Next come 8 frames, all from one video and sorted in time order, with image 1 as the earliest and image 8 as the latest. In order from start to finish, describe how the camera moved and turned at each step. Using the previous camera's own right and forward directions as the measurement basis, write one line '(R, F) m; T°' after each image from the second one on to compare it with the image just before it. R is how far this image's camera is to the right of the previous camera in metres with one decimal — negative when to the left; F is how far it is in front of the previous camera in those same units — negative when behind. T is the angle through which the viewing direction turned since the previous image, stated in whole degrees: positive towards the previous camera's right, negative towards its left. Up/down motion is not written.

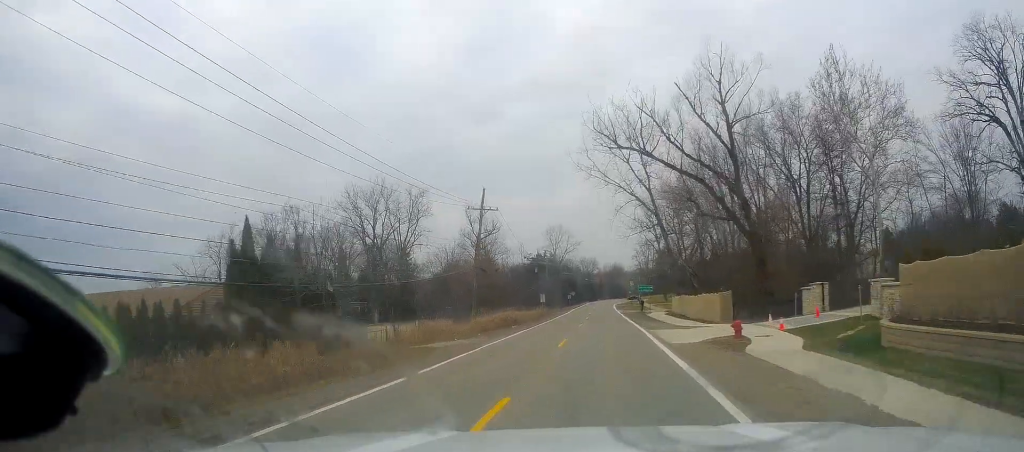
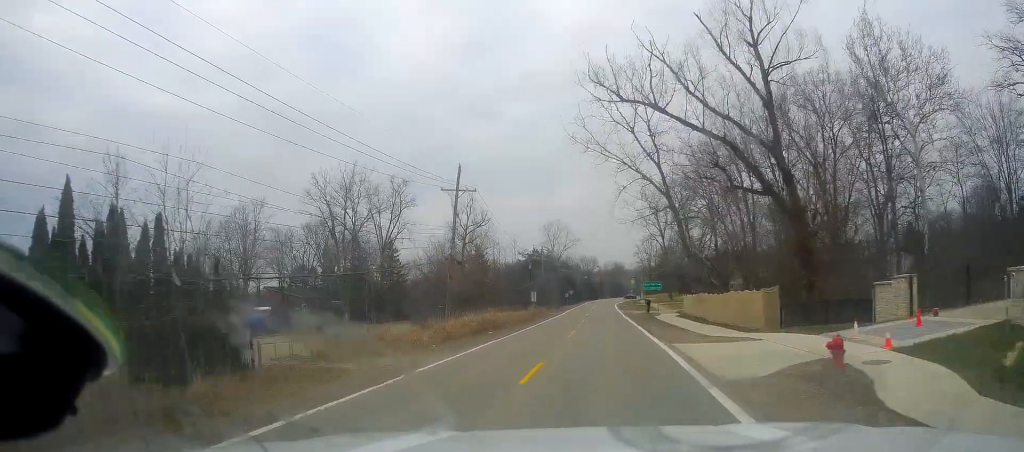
(0.0, +9.6) m; 0°
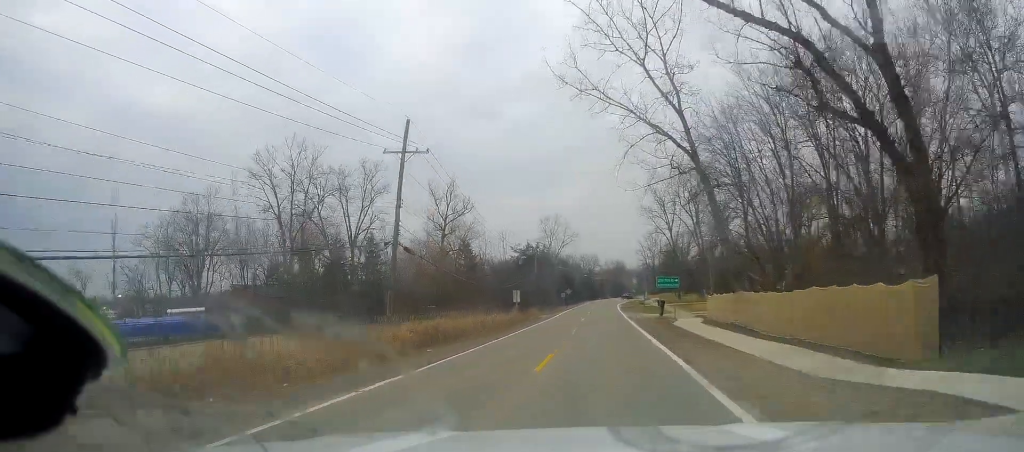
(+0.2, +13.0) m; +1°
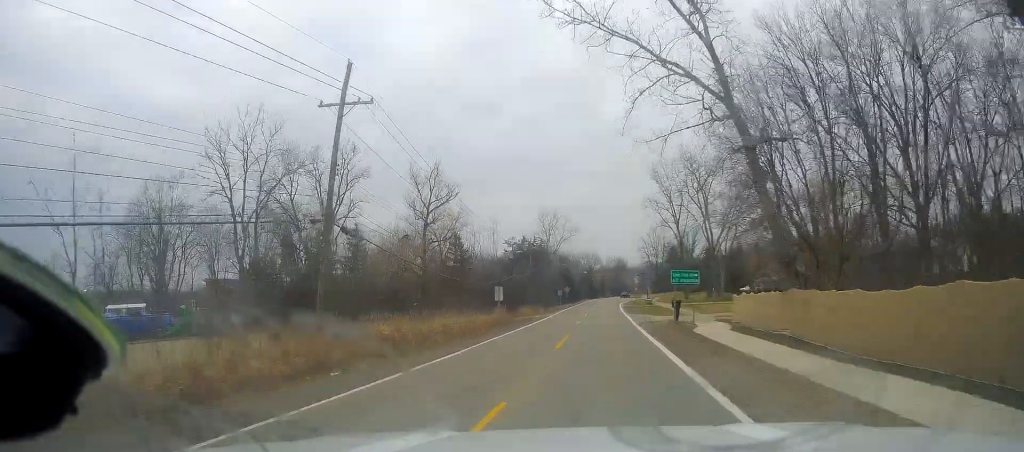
(0.0, +8.9) m; 0°
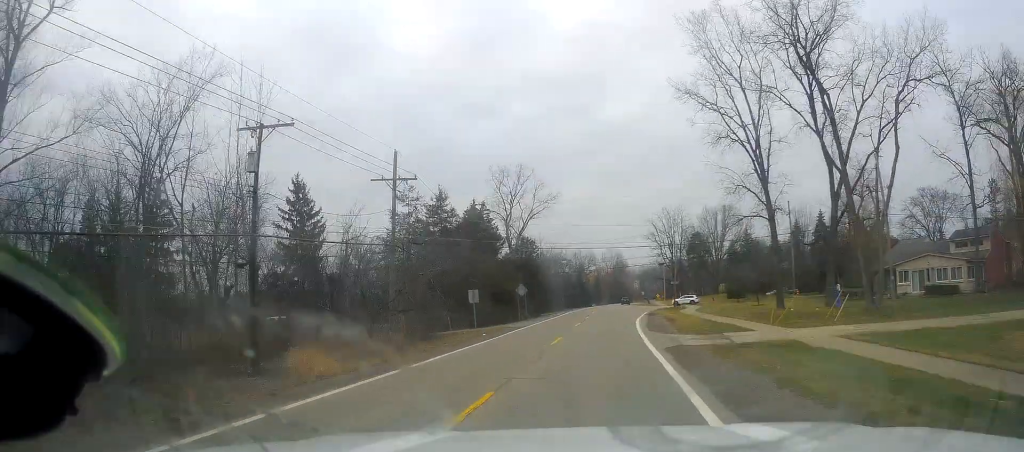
(-0.6, +59.6) m; 0°
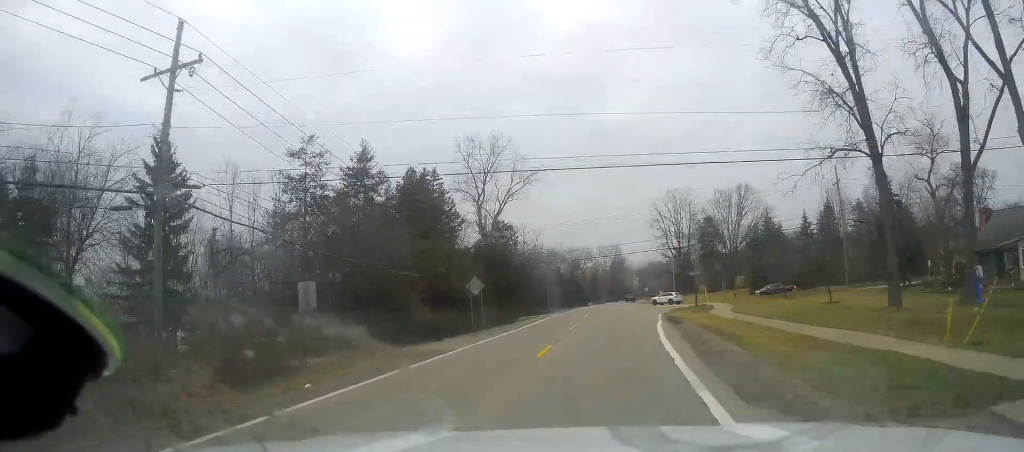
(+0.6, +19.9) m; 0°
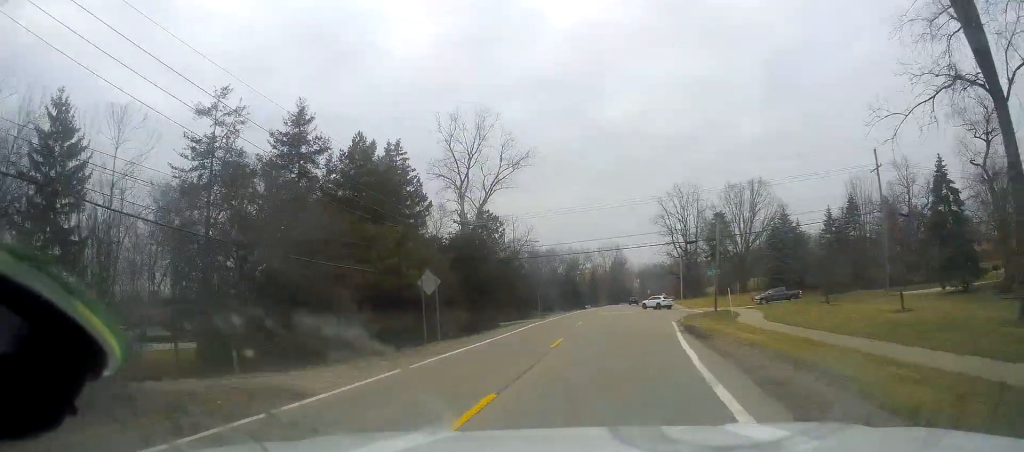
(-0.4, +10.4) m; 0°
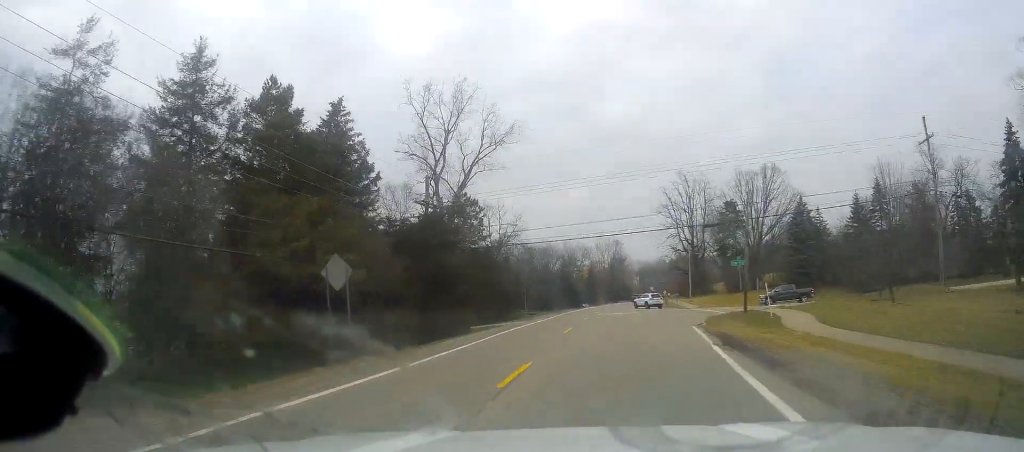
(-0.3, +10.4) m; 0°
